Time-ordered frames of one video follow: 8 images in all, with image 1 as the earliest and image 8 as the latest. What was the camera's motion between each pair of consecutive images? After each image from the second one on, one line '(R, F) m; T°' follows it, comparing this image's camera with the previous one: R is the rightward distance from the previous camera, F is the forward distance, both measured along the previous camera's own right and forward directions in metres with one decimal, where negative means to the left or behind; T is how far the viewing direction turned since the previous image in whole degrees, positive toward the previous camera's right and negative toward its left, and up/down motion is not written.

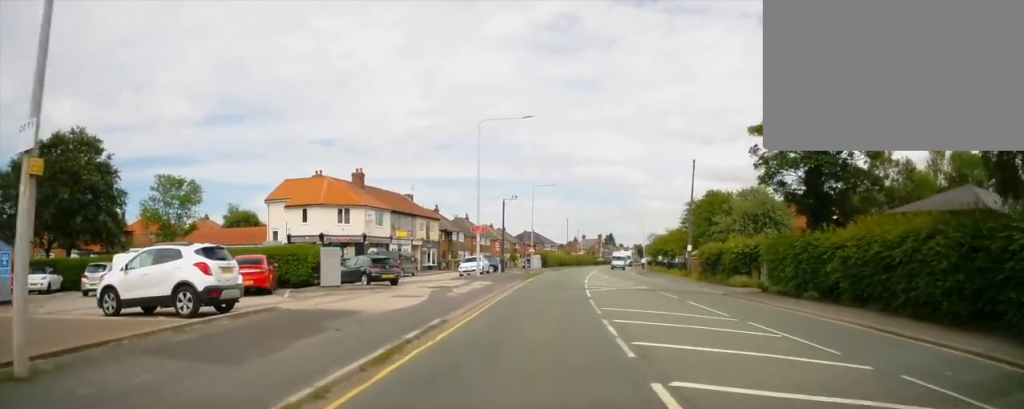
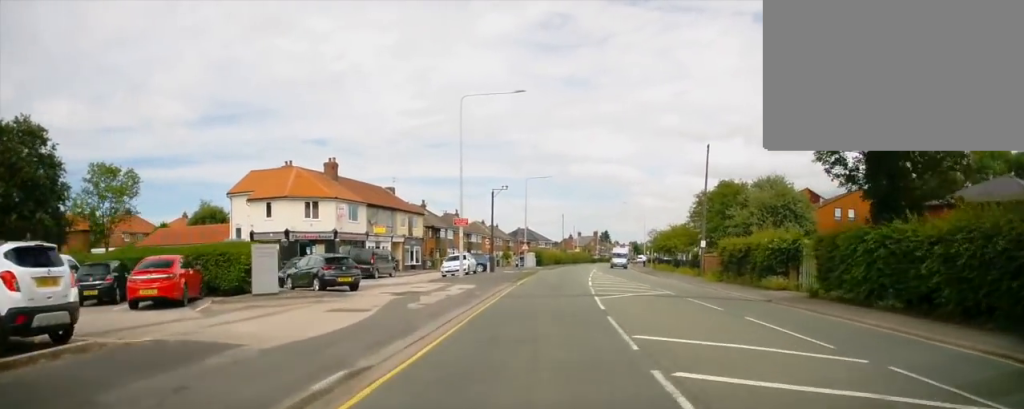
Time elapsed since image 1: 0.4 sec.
(+0.1, +5.7) m; +1°
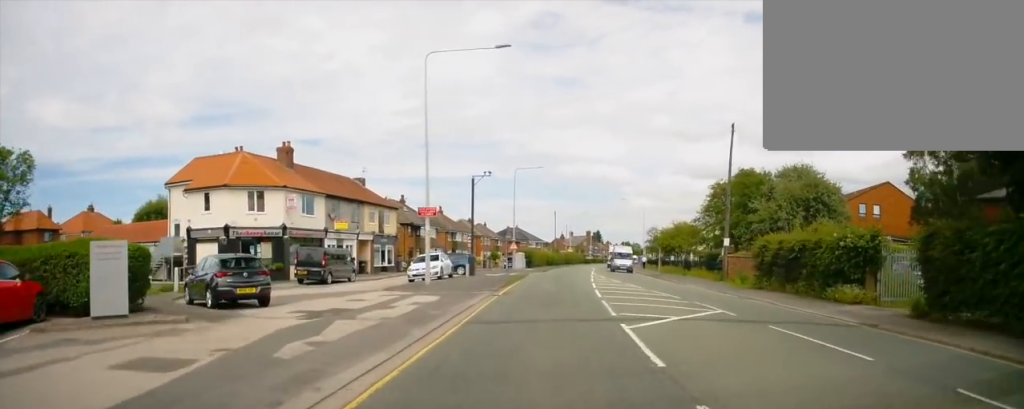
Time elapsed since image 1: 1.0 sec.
(+0.1, +7.3) m; +1°
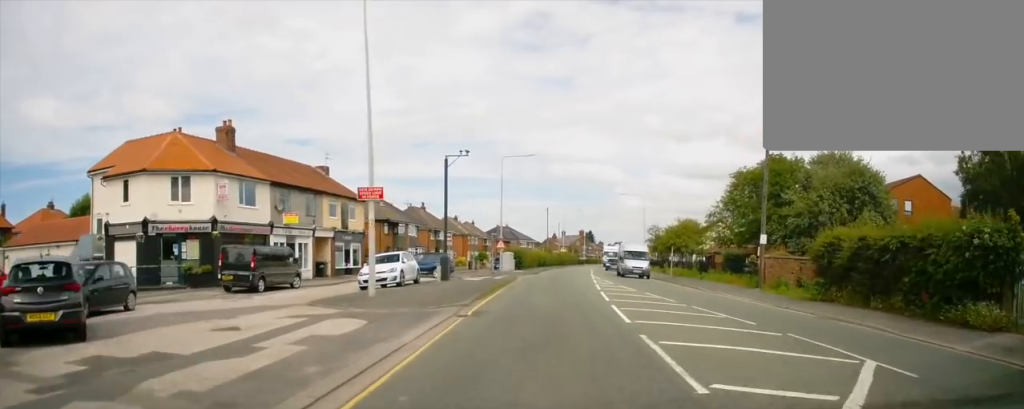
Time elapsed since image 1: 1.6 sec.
(0.0, +7.2) m; +1°
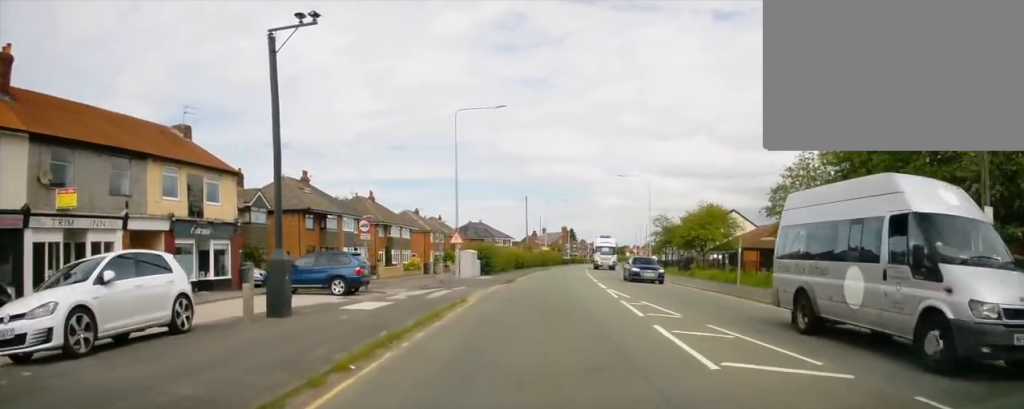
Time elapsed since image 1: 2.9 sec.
(+0.3, +17.4) m; +2°
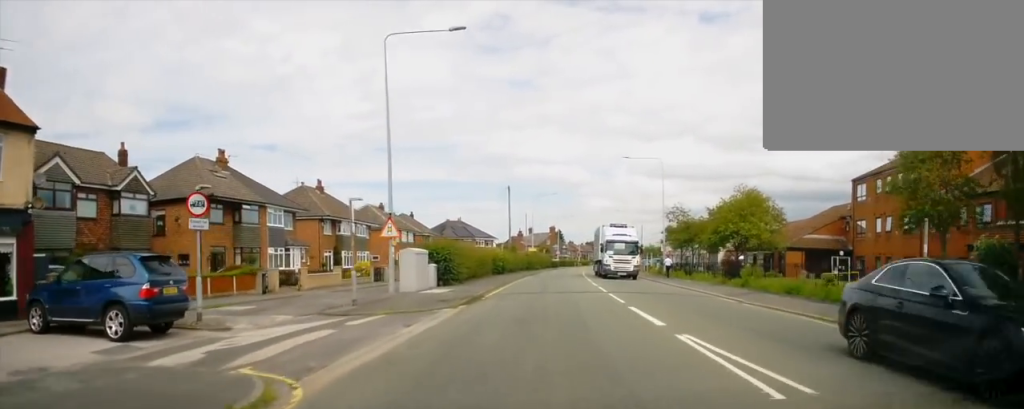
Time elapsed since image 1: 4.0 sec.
(+0.1, +13.1) m; +1°
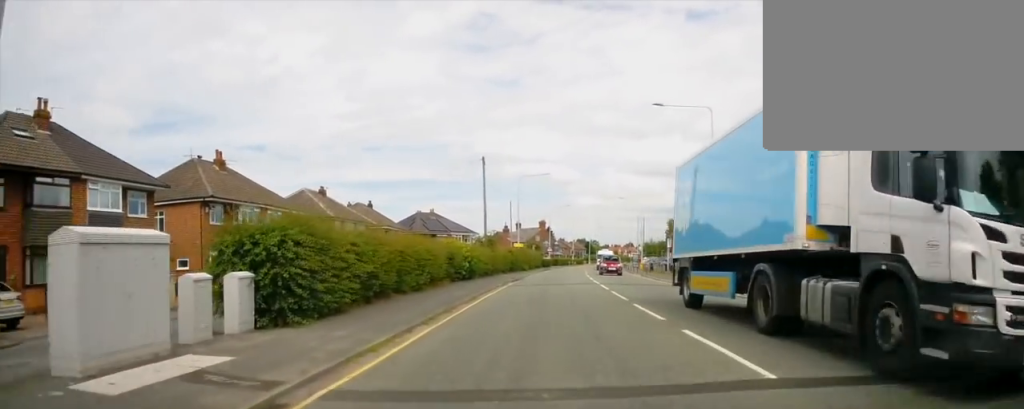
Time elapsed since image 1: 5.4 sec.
(+0.6, +17.3) m; +3°
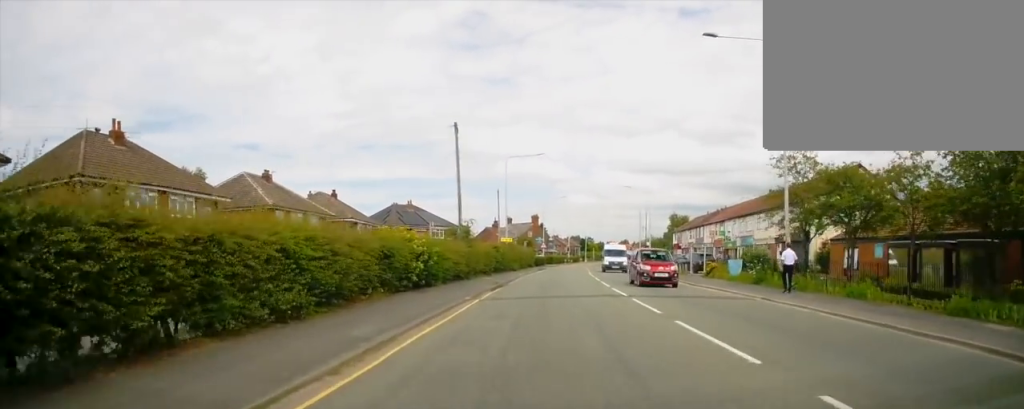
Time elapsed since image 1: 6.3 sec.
(0.0, +11.1) m; 0°
